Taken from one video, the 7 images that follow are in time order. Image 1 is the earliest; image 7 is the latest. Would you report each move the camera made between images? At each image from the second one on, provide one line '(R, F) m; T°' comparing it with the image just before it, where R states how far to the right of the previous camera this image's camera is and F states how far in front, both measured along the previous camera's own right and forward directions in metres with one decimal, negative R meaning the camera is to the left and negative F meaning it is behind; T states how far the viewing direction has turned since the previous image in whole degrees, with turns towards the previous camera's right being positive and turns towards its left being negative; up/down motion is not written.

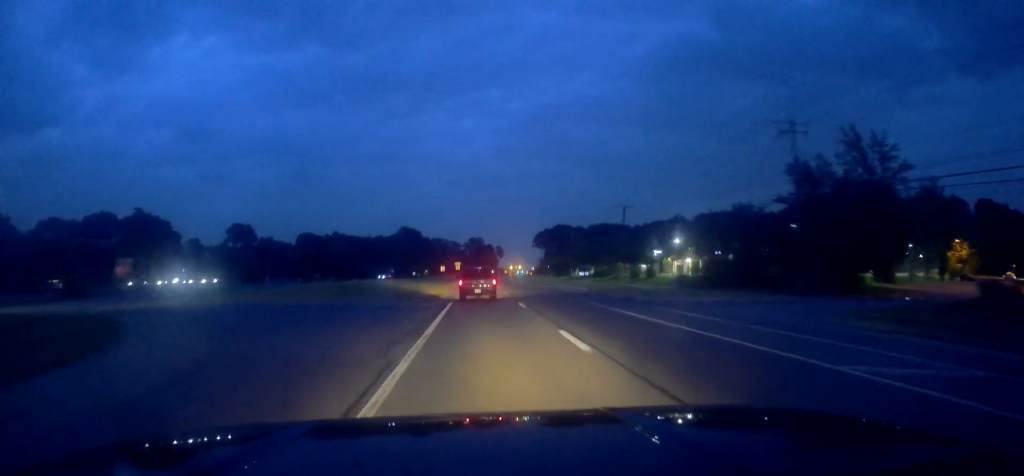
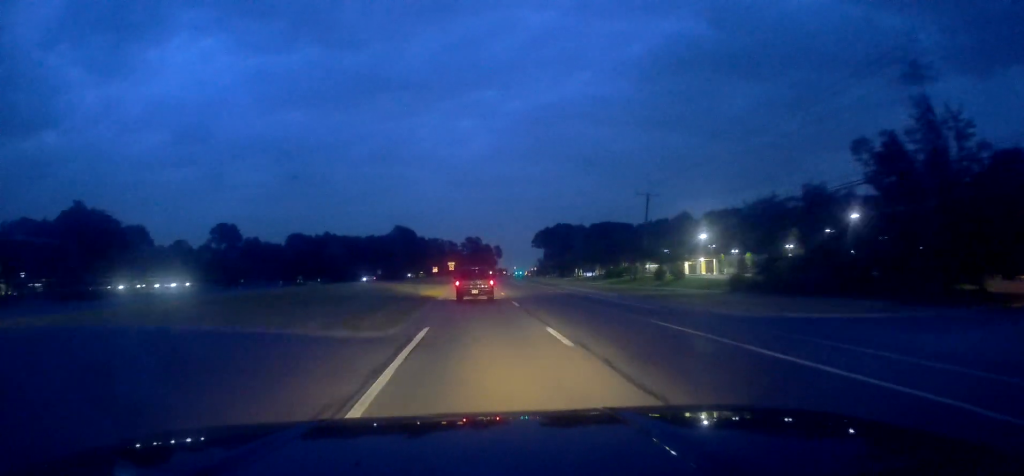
(0.0, +13.7) m; -1°
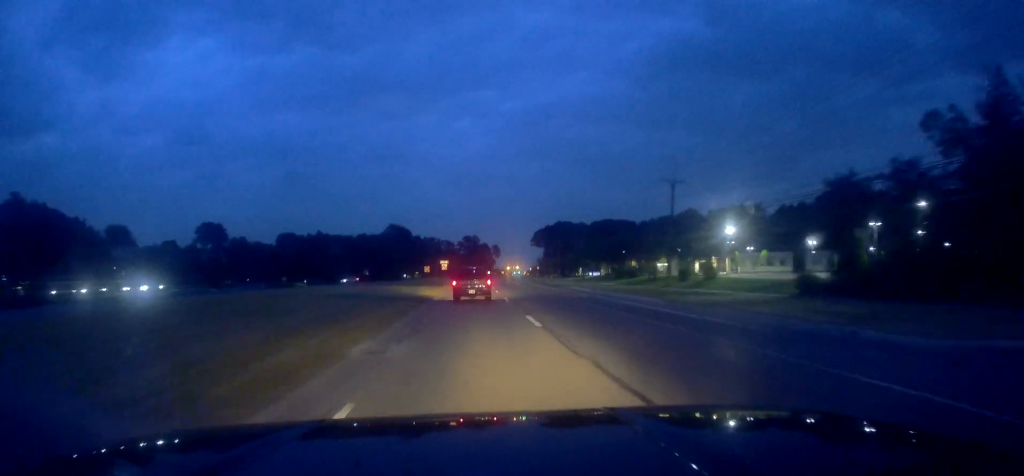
(-0.2, +11.2) m; 0°
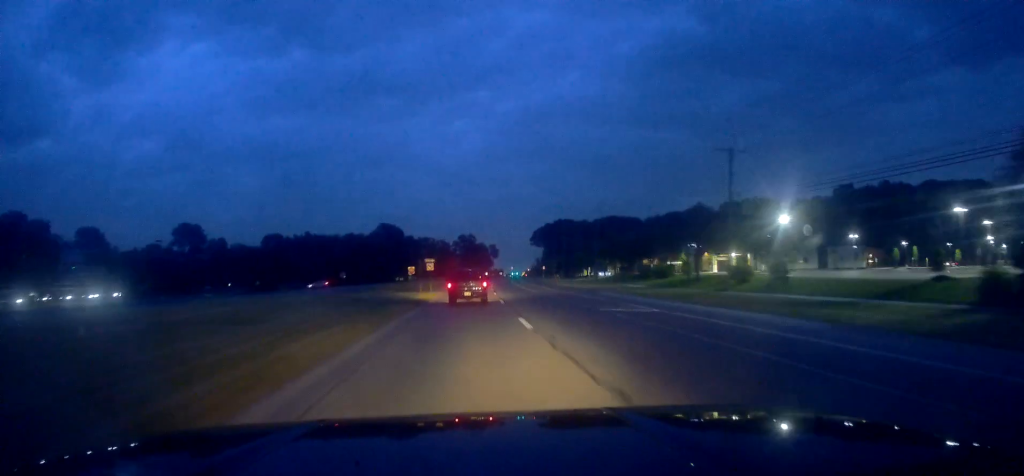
(-0.3, +16.3) m; +1°
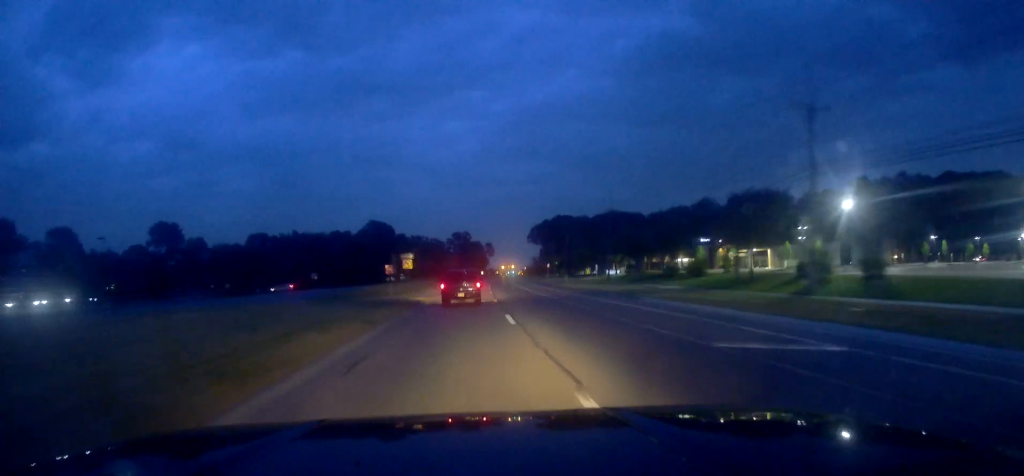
(+0.5, +13.7) m; +1°
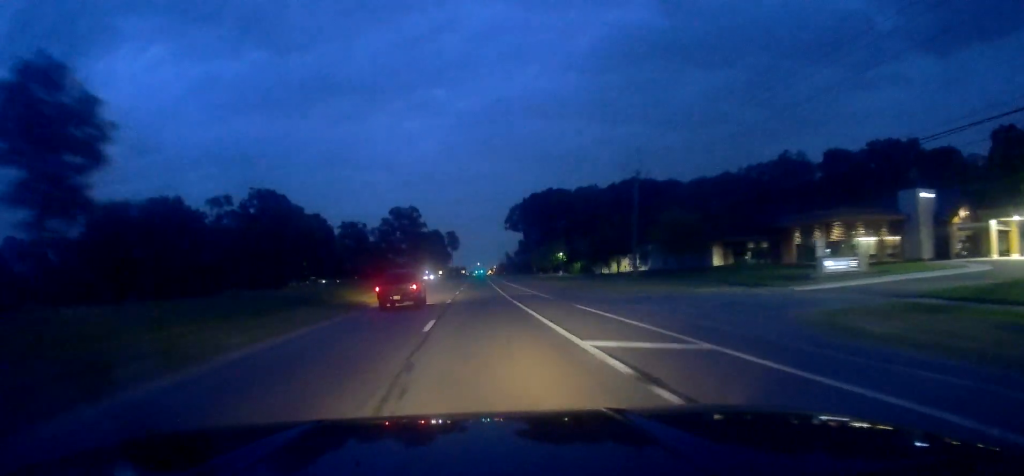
(+2.5, +98.7) m; +3°
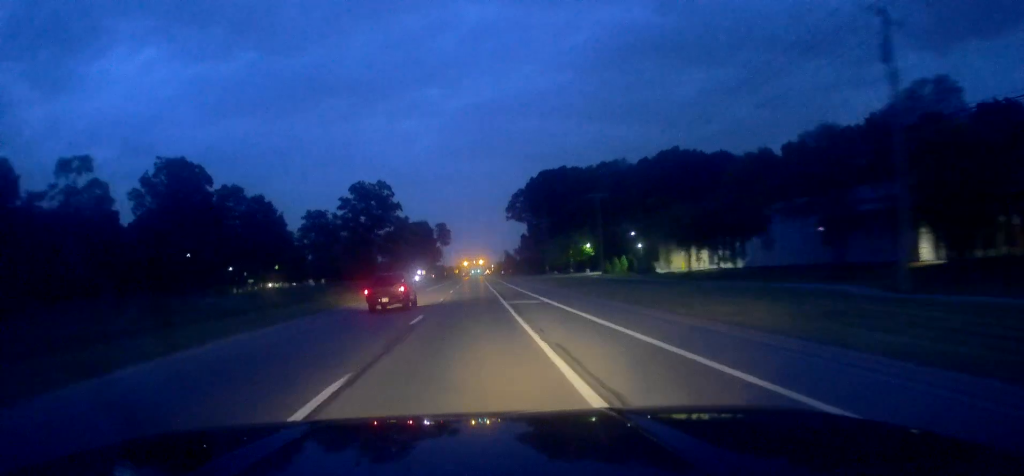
(-0.1, +46.8) m; 0°
